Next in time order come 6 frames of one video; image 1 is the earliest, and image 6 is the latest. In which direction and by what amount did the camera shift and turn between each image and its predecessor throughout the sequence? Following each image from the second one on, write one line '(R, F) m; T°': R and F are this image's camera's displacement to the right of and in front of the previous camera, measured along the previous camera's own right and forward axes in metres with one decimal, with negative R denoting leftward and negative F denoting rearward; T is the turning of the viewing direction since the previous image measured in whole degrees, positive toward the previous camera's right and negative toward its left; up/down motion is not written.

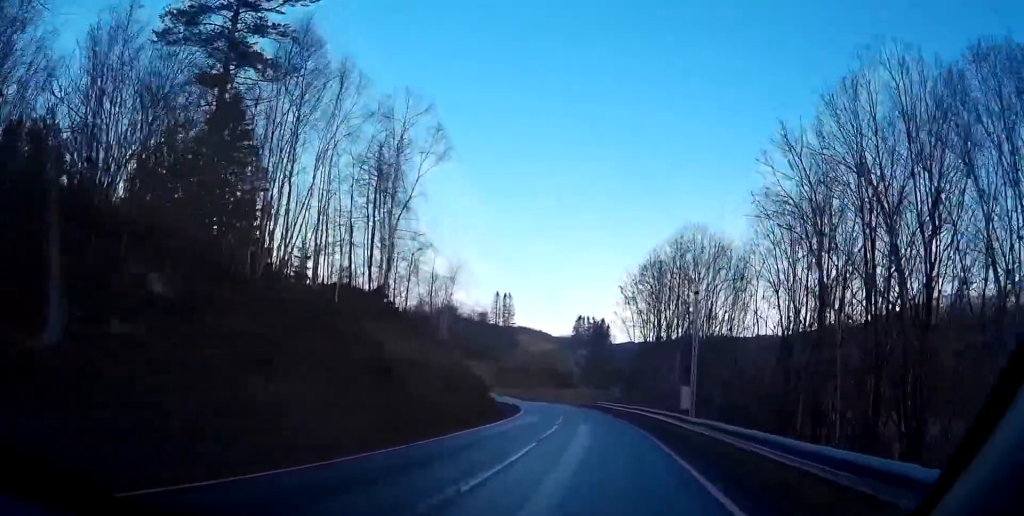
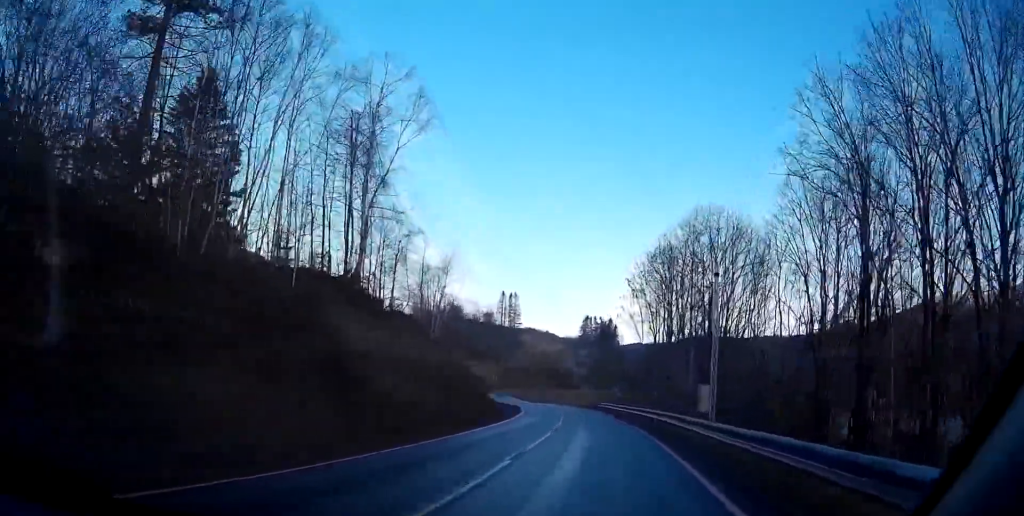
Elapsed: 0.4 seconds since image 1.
(0.0, +5.0) m; 0°
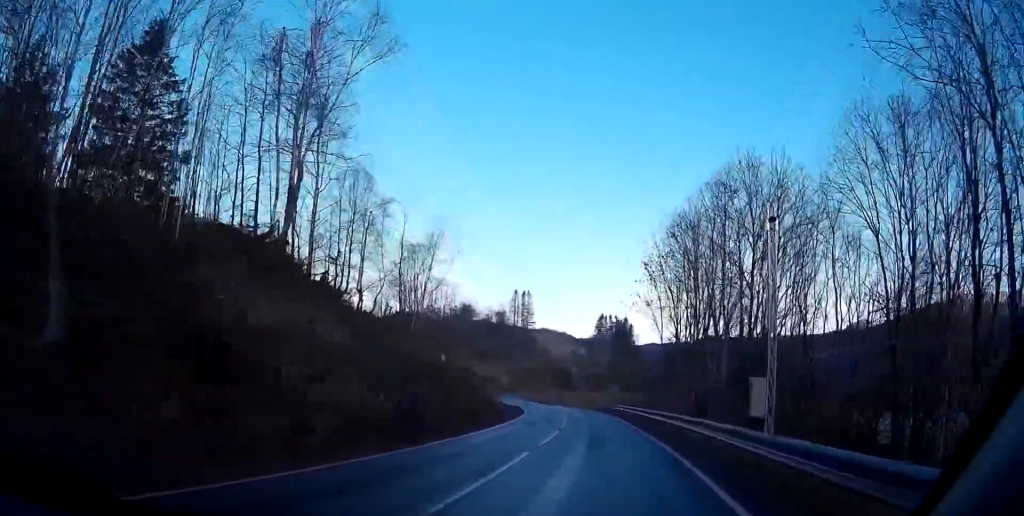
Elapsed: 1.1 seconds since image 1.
(0.0, +8.6) m; 0°
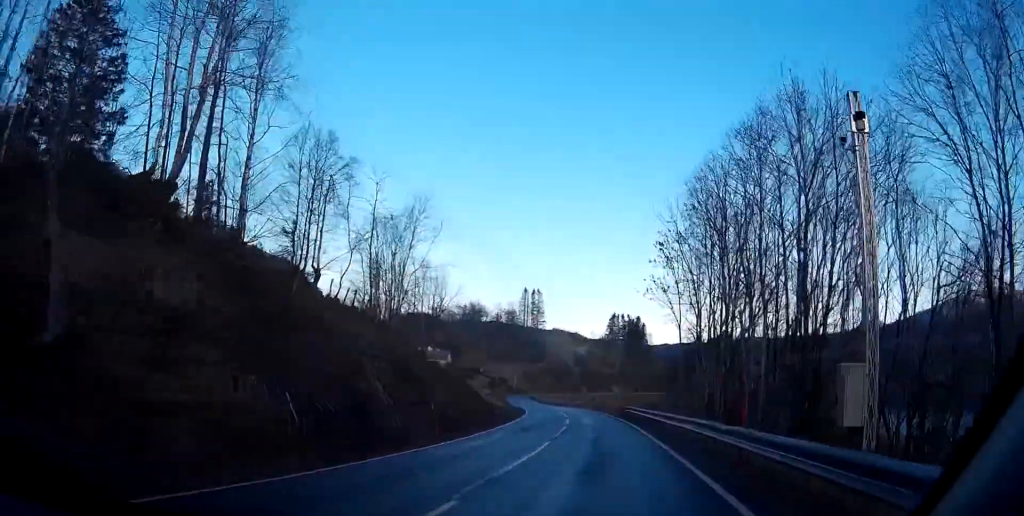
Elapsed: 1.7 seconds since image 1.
(0.0, +7.3) m; 0°
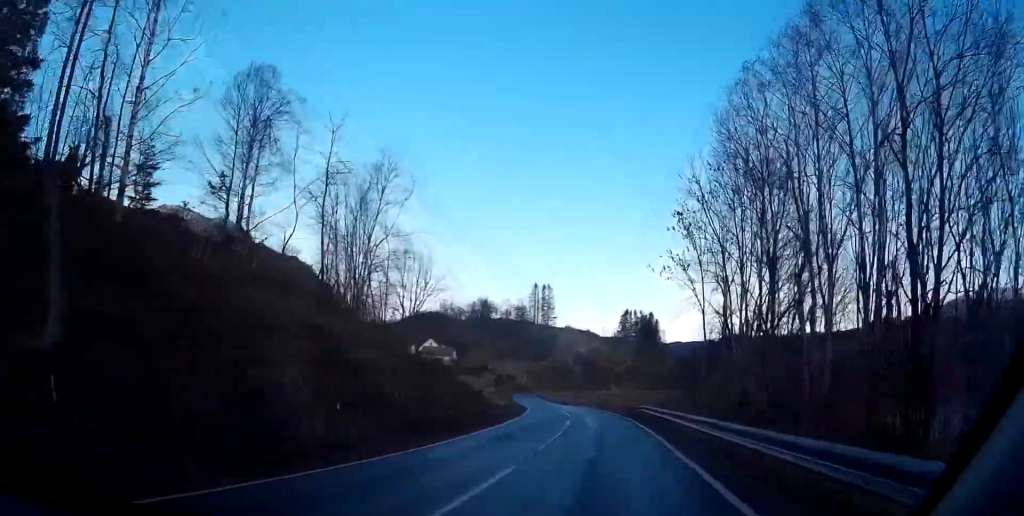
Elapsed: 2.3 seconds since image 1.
(0.0, +7.7) m; 0°
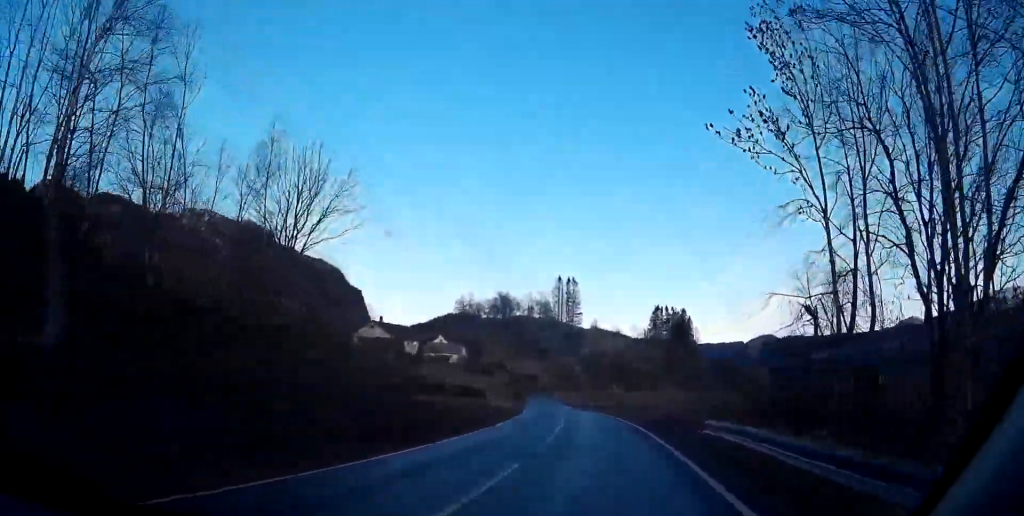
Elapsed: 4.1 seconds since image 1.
(0.0, +22.2) m; 0°
